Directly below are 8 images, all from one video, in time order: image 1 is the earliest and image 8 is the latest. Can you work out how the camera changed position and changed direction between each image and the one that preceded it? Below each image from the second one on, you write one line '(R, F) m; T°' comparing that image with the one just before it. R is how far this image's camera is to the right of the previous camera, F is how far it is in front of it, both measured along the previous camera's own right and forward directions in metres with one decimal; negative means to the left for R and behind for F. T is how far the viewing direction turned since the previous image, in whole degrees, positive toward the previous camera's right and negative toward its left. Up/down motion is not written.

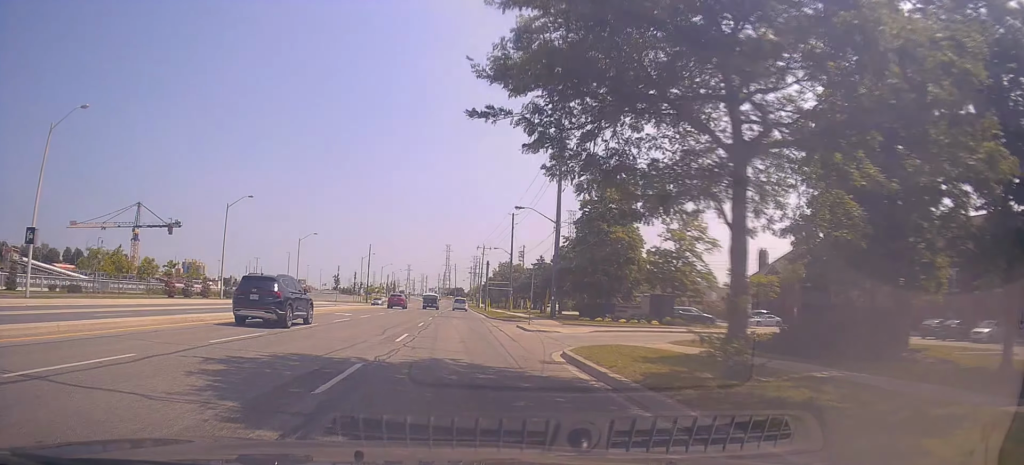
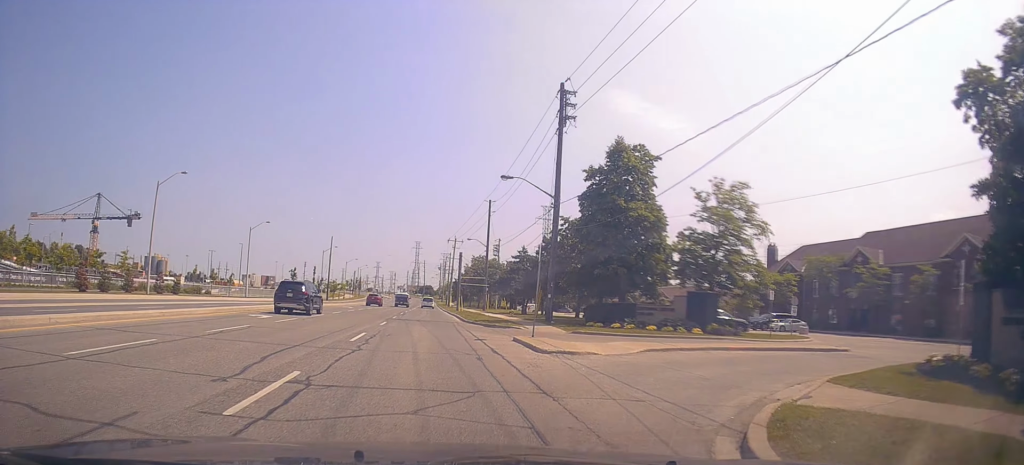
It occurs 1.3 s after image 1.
(+0.3, +10.0) m; +7°
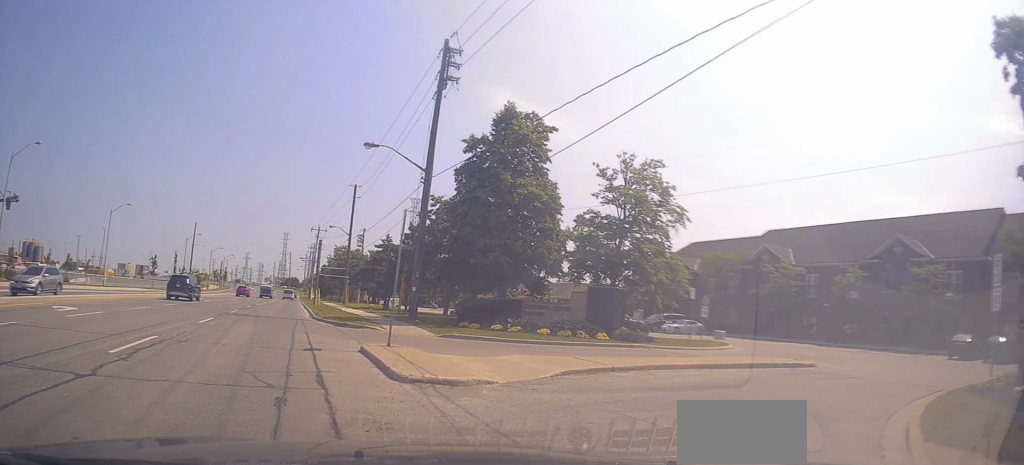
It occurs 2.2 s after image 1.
(+0.5, +6.8) m; +4°
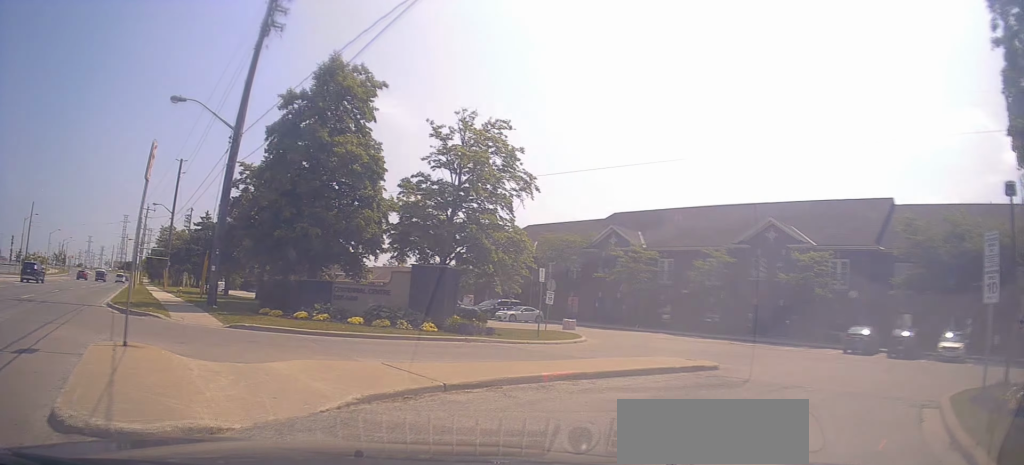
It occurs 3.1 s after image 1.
(0.0, +6.2) m; +2°
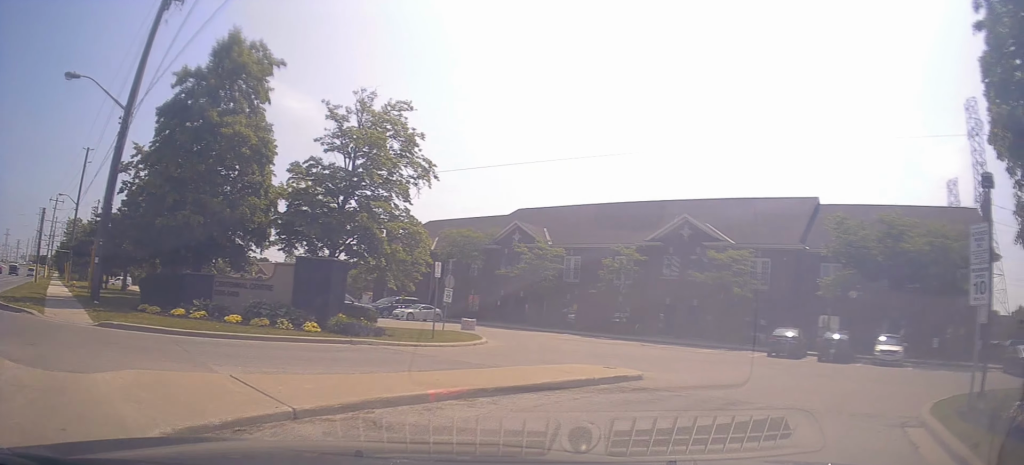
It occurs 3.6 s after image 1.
(0.0, +2.9) m; +7°
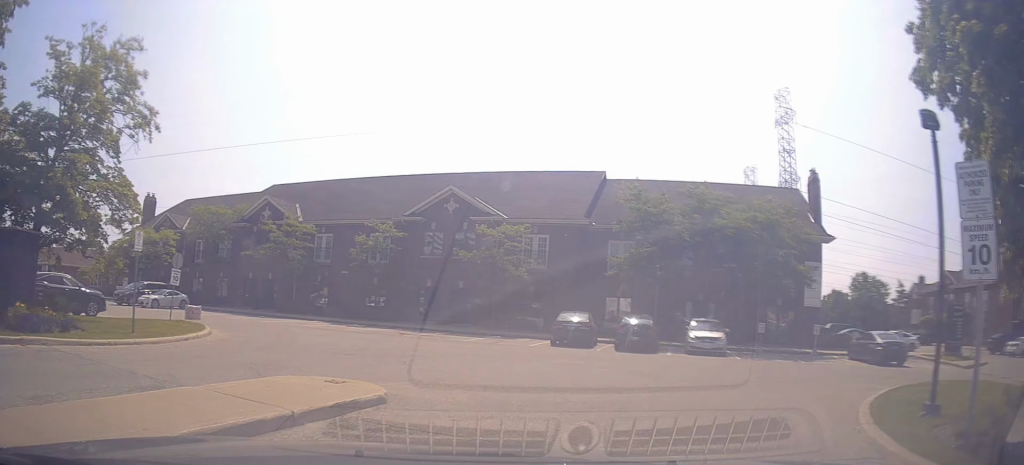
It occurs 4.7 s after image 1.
(+0.8, +5.6) m; +32°
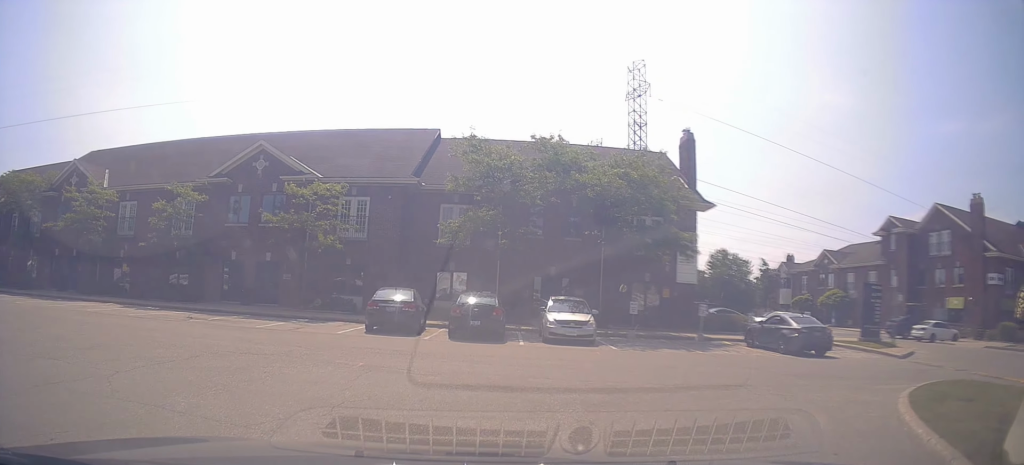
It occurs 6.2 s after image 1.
(+2.5, +5.3) m; +35°
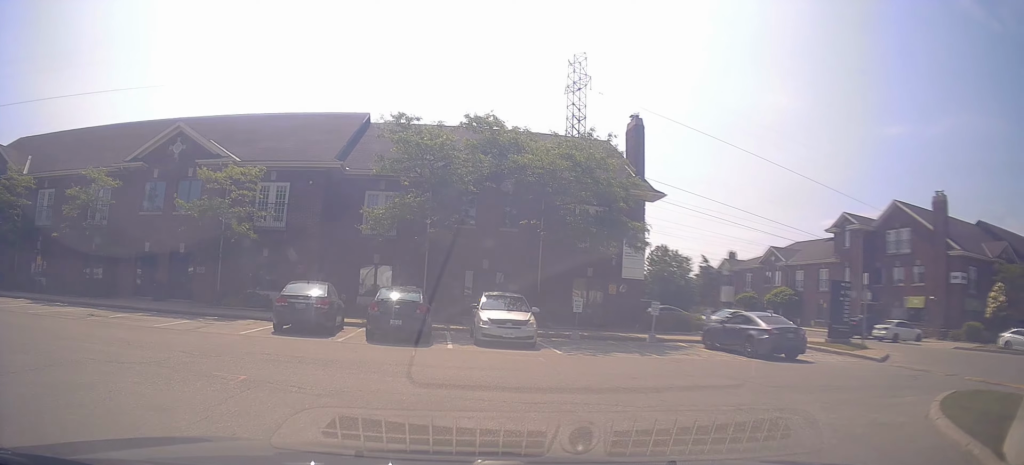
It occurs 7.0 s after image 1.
(+0.3, +2.6) m; +10°
